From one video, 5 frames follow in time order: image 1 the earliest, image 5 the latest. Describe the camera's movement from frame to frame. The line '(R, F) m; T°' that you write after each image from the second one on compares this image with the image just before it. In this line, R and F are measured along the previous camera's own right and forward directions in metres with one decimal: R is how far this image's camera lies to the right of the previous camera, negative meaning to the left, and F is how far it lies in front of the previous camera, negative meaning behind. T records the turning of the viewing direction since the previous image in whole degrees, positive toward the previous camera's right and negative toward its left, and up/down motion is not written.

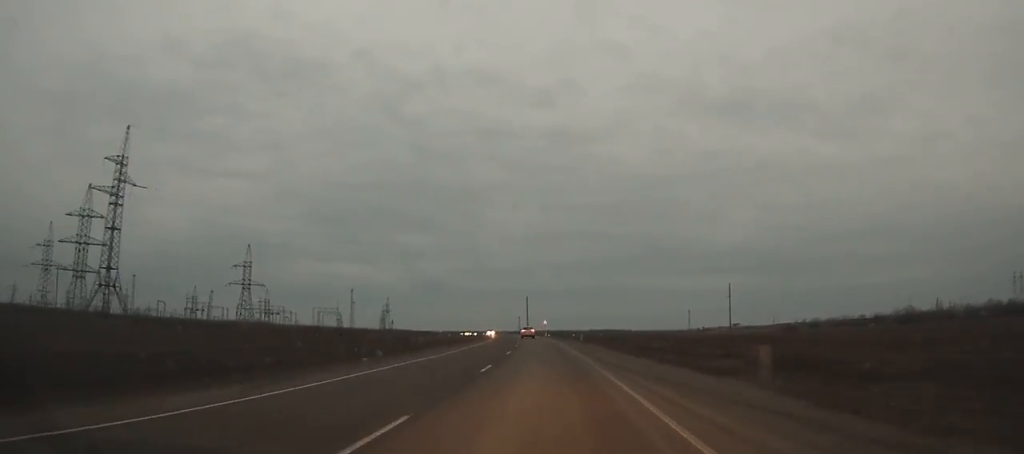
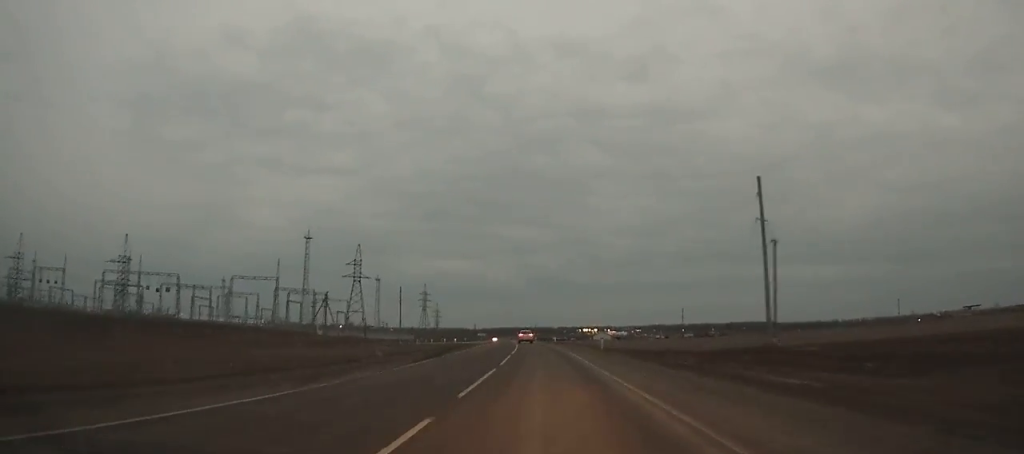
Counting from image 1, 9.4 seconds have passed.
(-23.2, +215.3) m; -12°
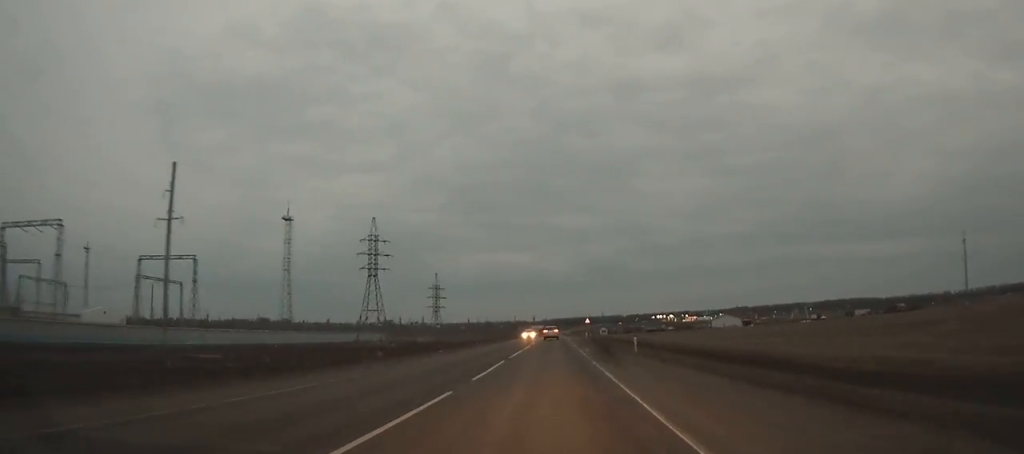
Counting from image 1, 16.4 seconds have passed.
(-7.9, +159.5) m; -4°
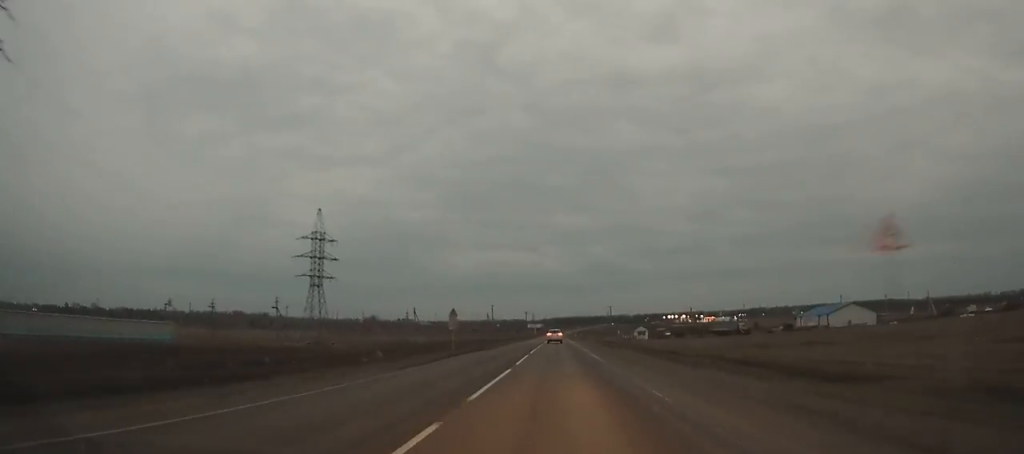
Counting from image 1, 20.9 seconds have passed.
(-0.3, +99.5) m; 0°
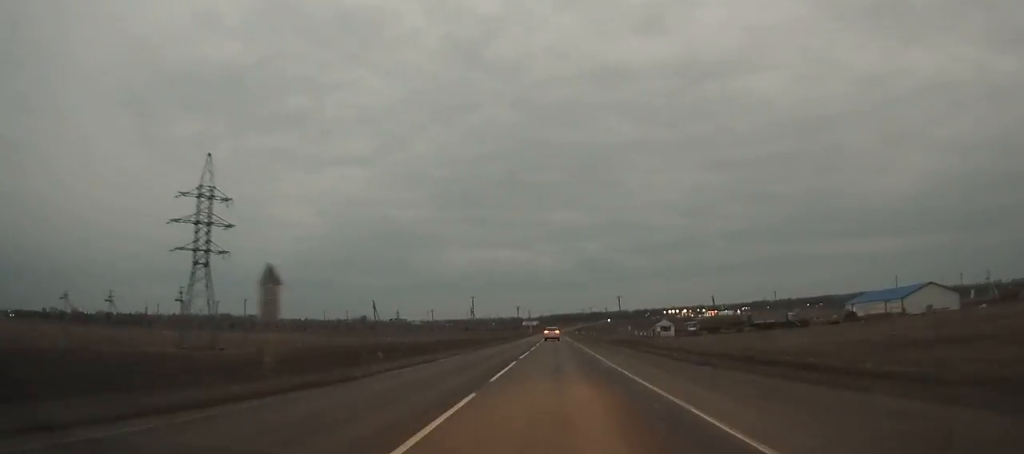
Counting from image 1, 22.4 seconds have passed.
(0.0, +32.7) m; 0°
